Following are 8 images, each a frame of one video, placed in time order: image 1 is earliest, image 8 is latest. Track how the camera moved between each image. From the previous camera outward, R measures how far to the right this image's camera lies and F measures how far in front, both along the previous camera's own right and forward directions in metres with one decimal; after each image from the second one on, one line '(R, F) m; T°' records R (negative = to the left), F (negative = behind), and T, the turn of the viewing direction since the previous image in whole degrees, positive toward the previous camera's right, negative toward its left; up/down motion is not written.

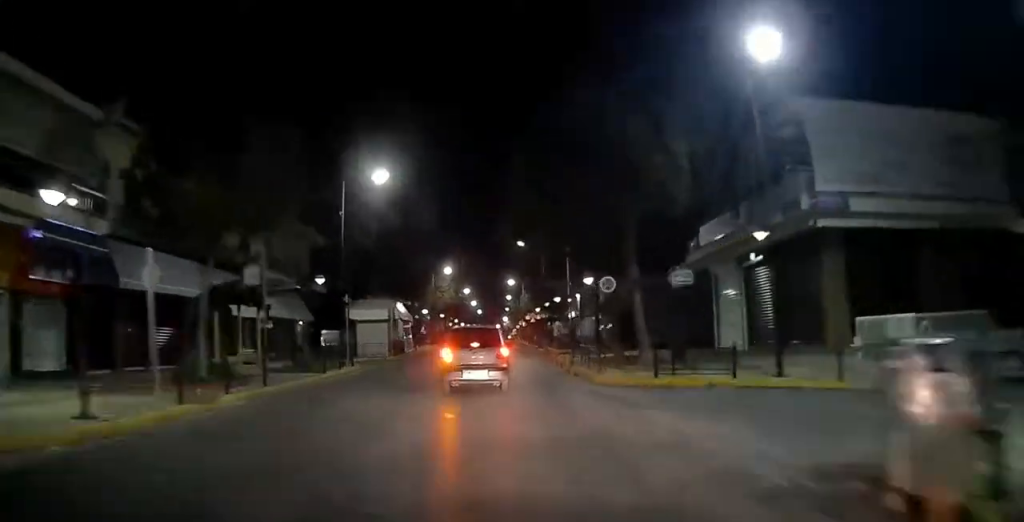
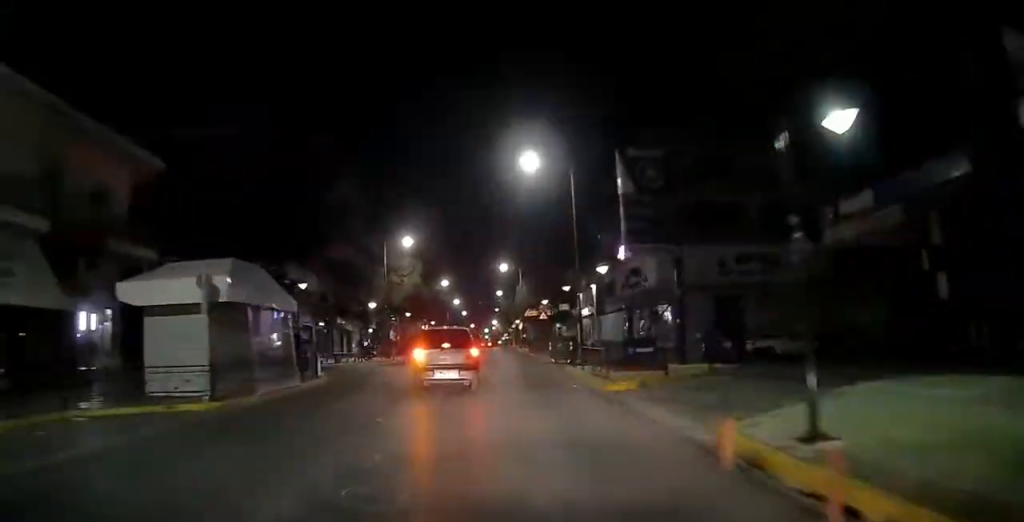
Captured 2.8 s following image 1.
(+0.8, +30.5) m; +1°
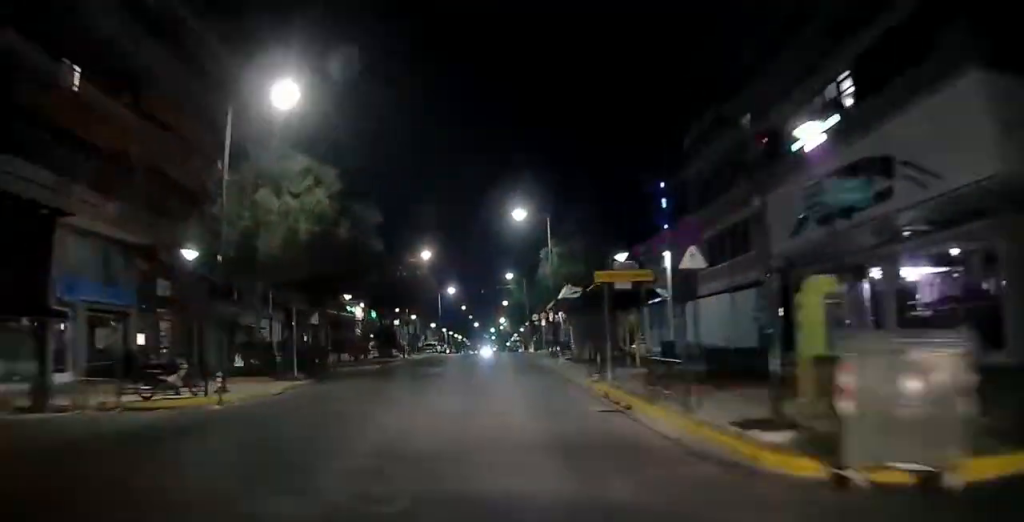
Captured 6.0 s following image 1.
(+0.5, +36.1) m; +1°
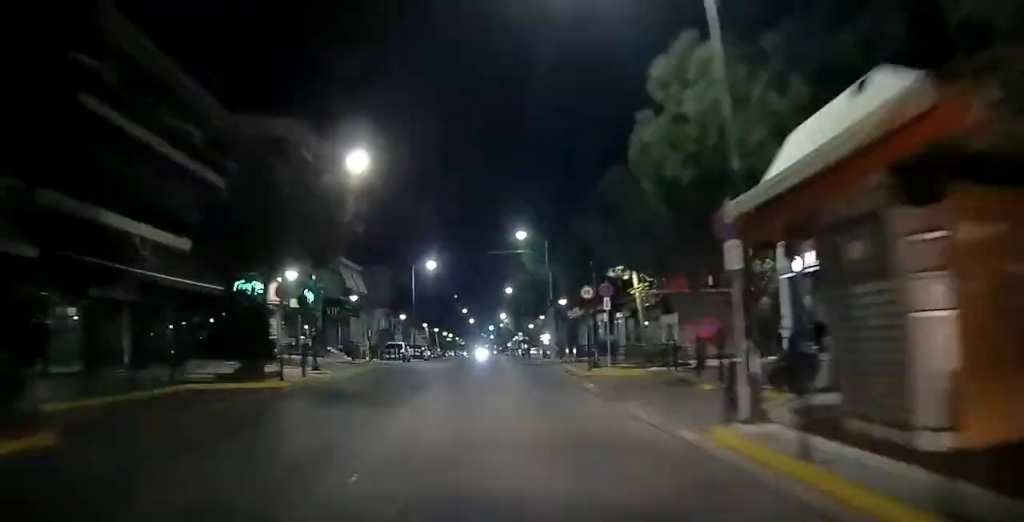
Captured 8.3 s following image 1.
(+0.4, +29.4) m; 0°
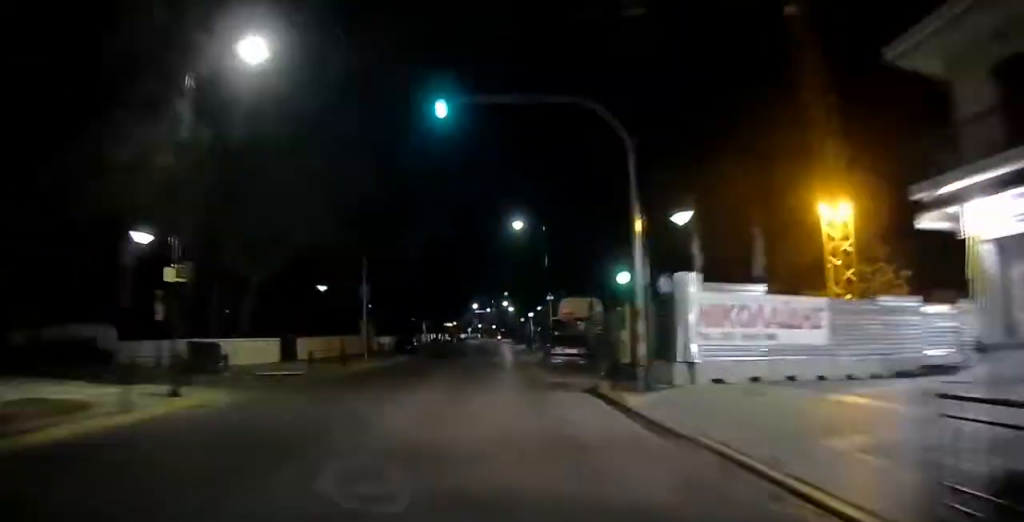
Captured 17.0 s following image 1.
(-1.5, +123.6) m; 0°
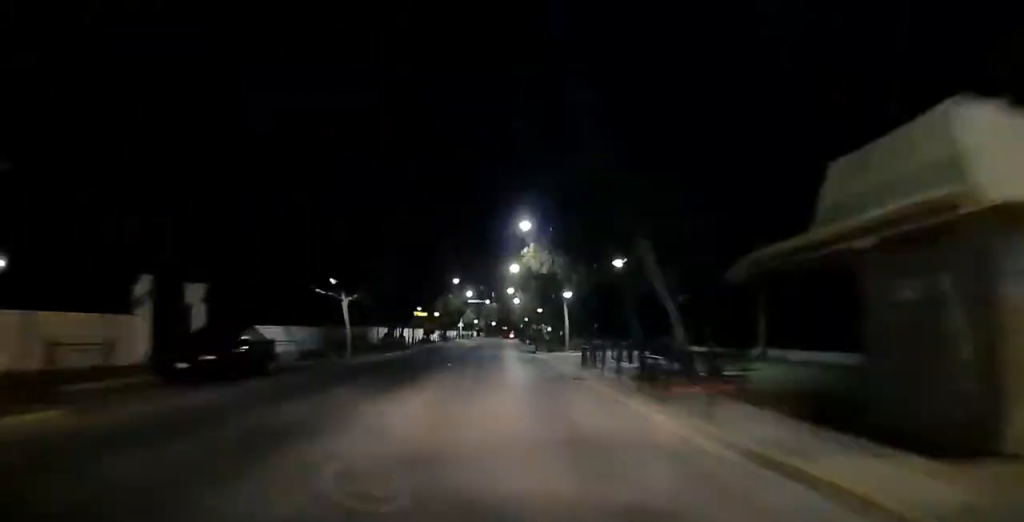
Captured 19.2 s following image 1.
(-0.4, +32.9) m; +1°
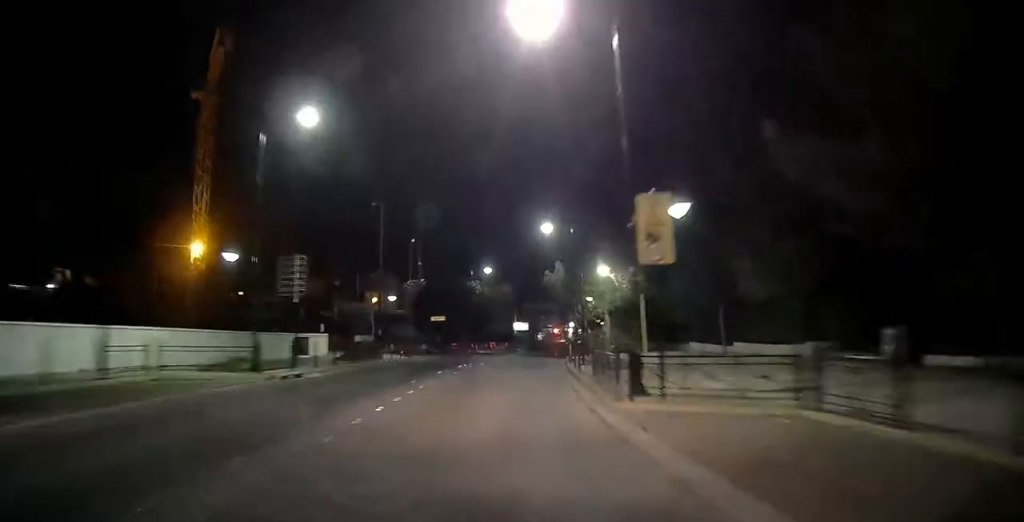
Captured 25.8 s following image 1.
(+3.8, +92.0) m; +7°
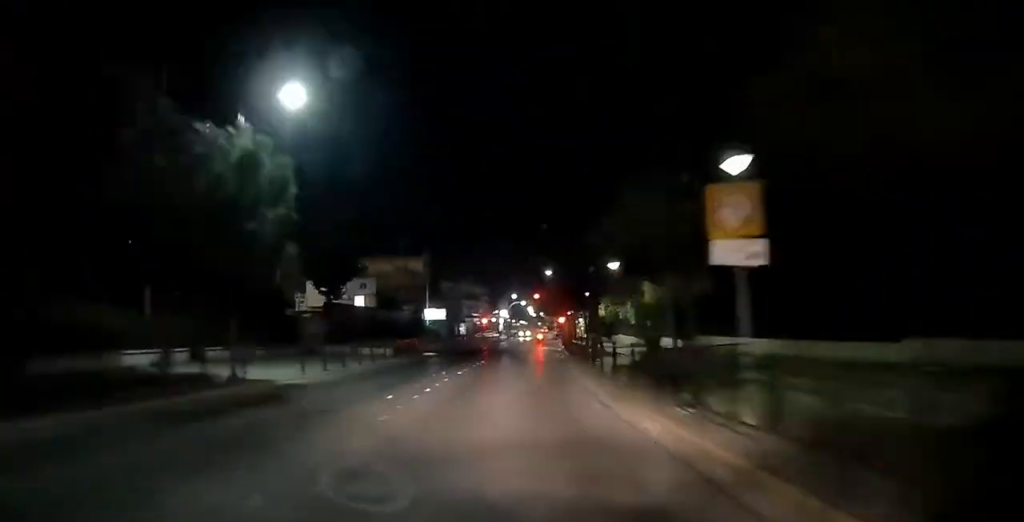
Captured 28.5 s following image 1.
(+1.9, +29.4) m; +3°
